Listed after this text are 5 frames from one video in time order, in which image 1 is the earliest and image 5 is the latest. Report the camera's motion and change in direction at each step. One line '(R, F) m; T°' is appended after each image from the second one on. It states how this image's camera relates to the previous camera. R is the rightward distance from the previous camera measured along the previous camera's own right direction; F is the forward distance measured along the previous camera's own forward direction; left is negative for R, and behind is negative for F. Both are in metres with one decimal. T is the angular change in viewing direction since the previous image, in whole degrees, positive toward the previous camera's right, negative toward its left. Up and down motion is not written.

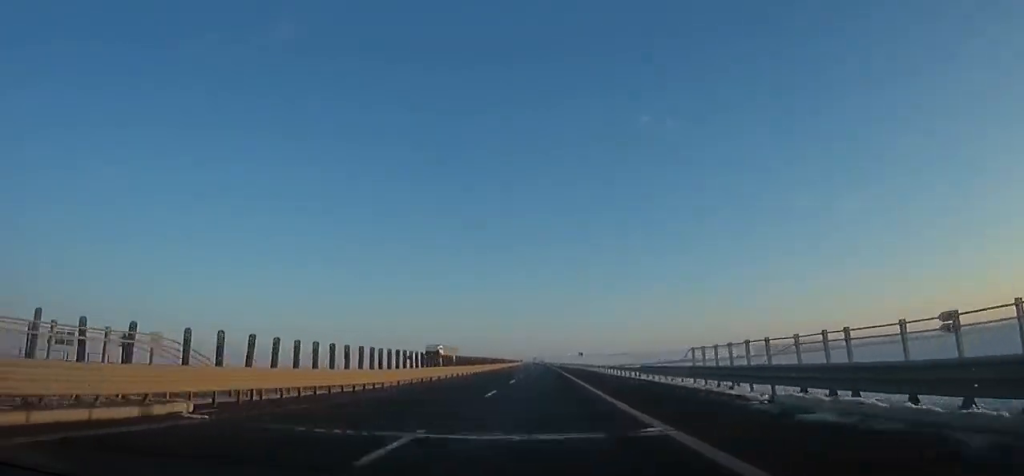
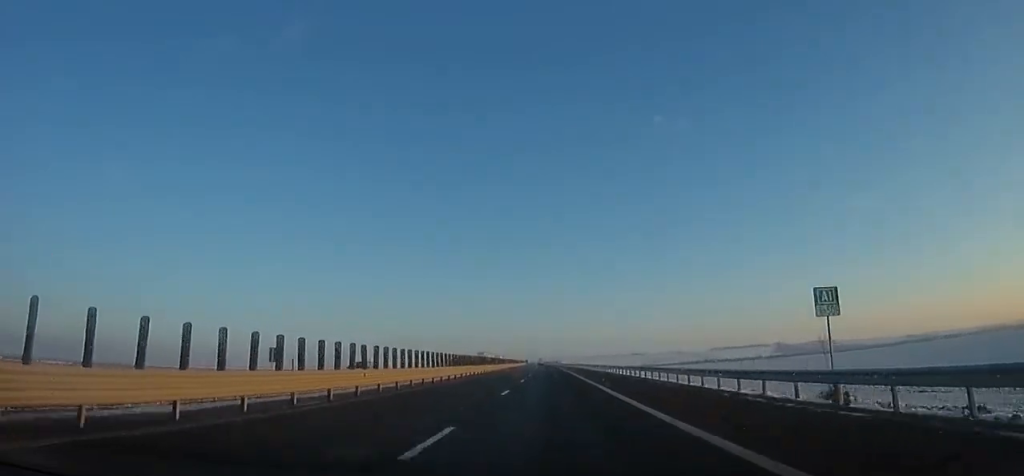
(0.0, +71.7) m; -1°
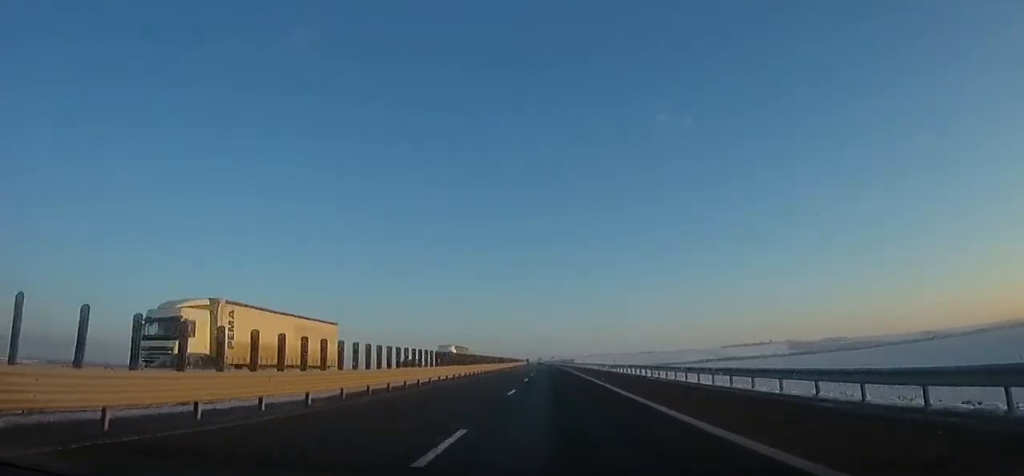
(-1.5, +60.2) m; -2°
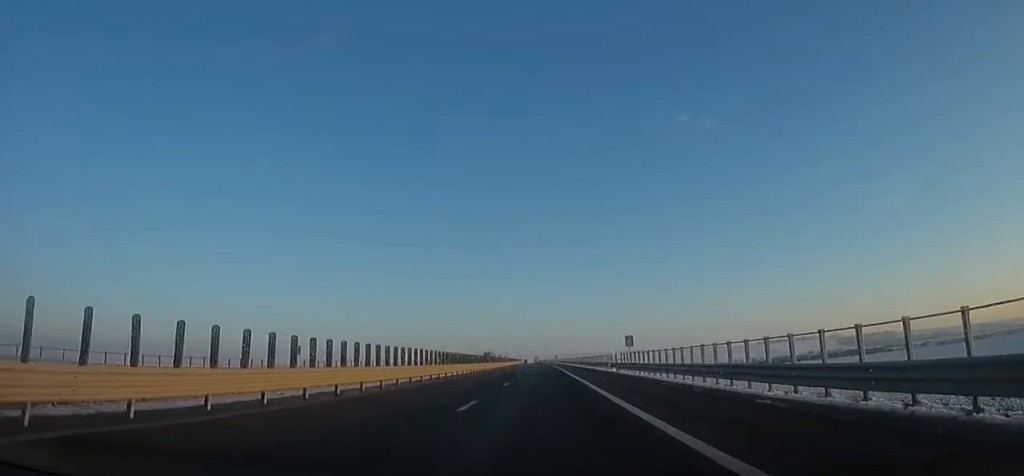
(-0.5, +210.4) m; -2°
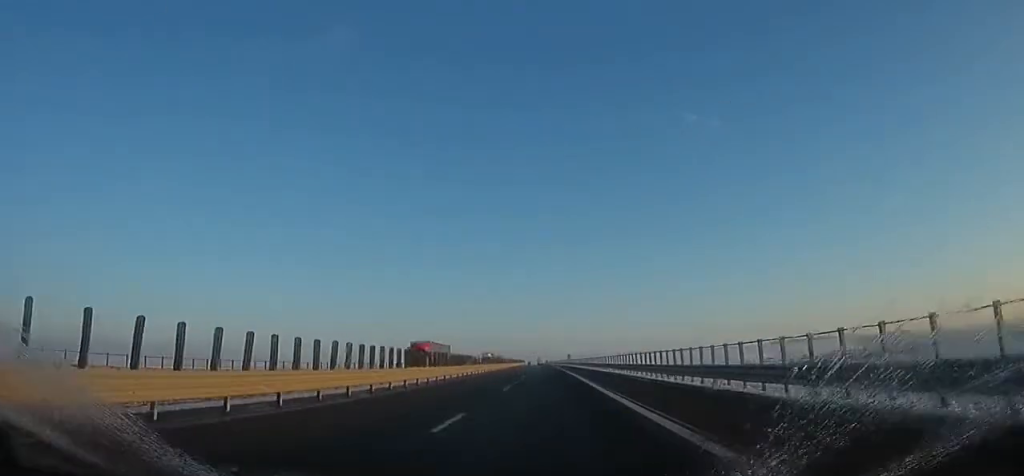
(-0.1, +51.2) m; 0°
